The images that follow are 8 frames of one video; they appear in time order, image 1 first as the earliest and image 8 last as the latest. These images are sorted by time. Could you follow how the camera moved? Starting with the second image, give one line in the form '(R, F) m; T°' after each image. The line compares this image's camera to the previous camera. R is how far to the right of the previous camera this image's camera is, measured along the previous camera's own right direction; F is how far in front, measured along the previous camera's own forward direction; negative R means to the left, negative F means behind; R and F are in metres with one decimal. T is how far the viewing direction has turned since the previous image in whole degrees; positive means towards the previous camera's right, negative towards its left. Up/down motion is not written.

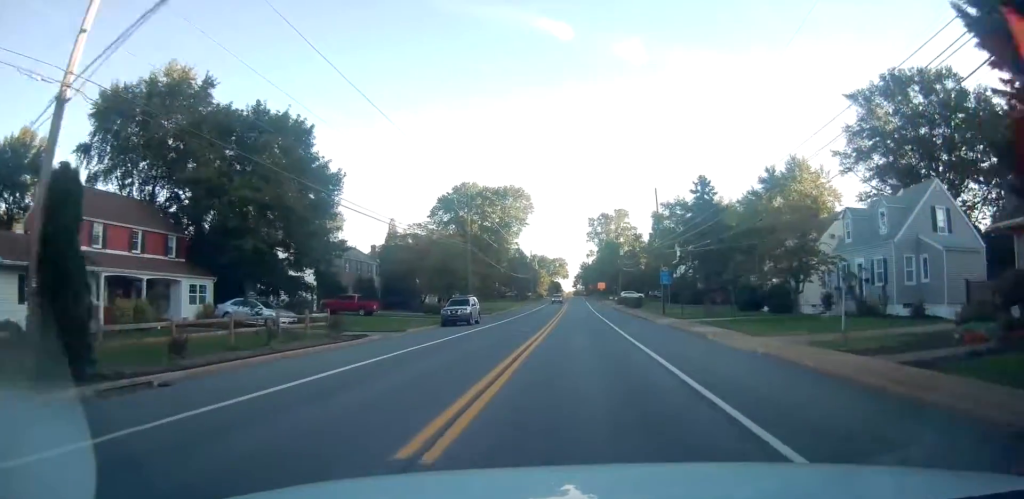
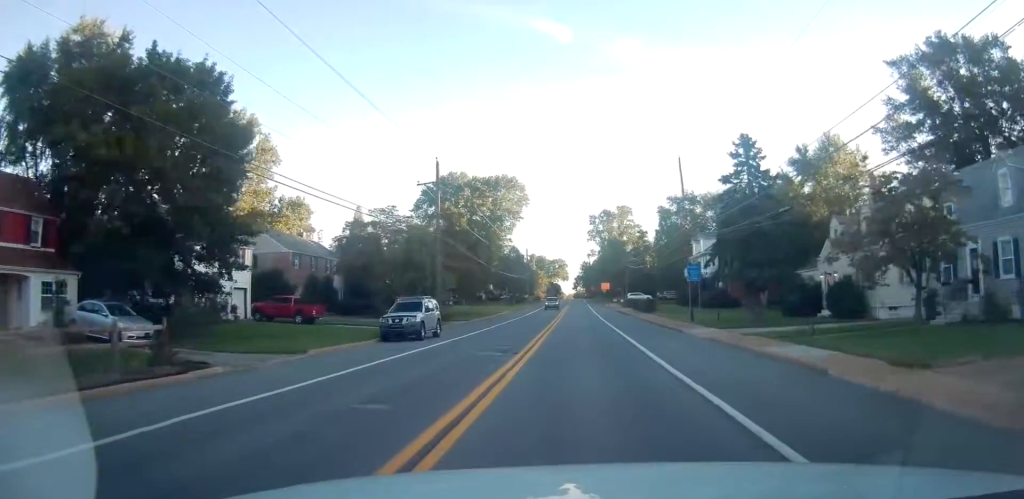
(-0.1, +12.0) m; 0°
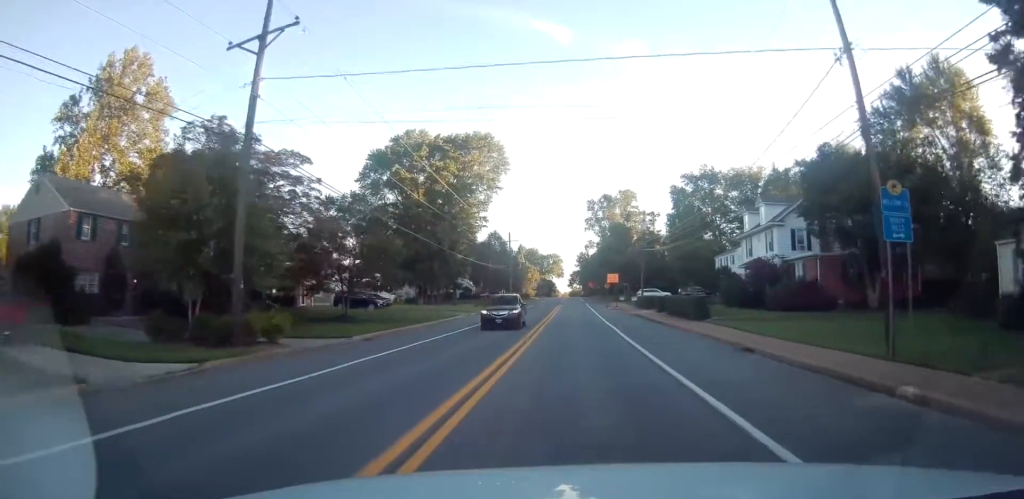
(+0.3, +25.3) m; +1°
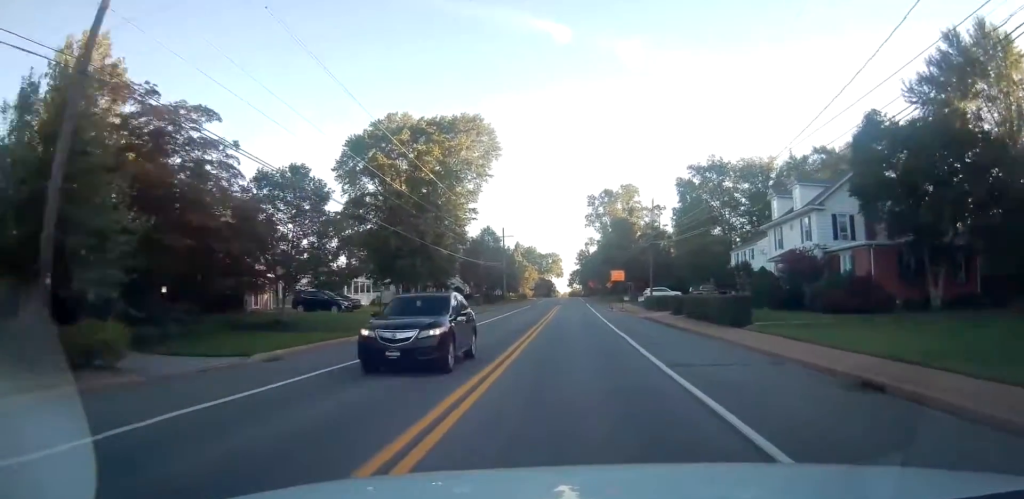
(0.0, +7.4) m; 0°
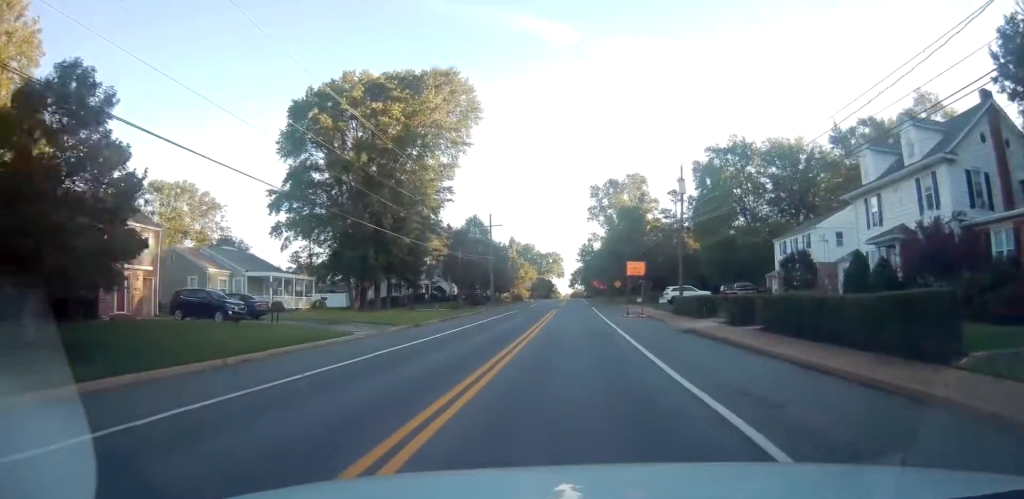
(+0.1, +15.2) m; 0°
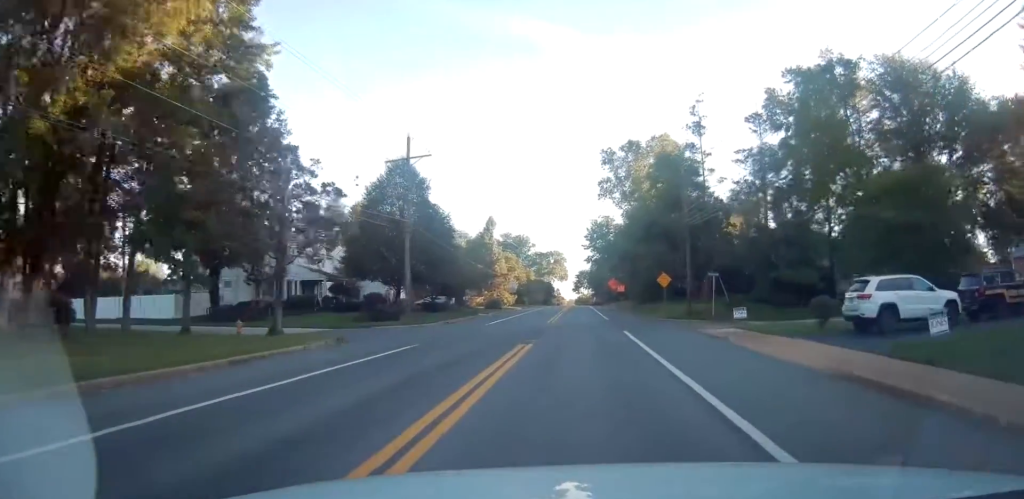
(-0.1, +38.9) m; -1°
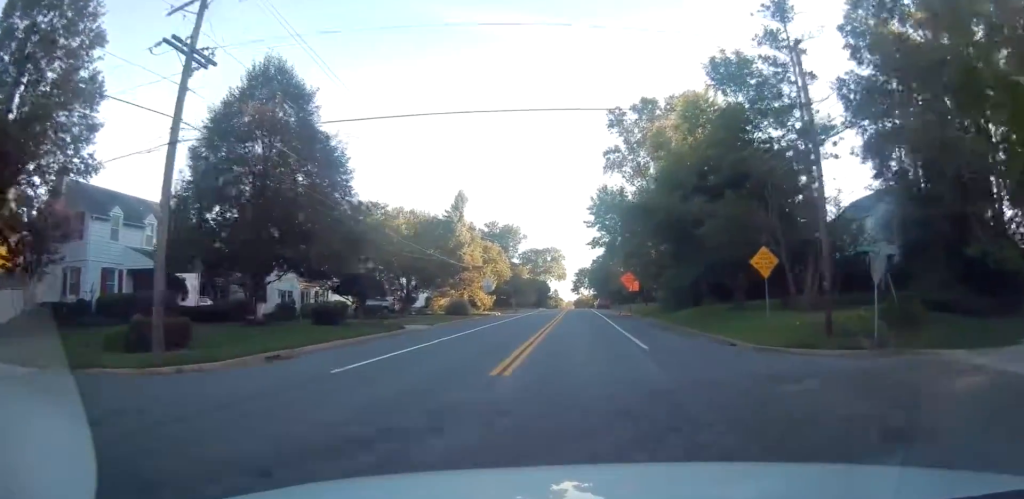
(-0.3, +22.4) m; -1°
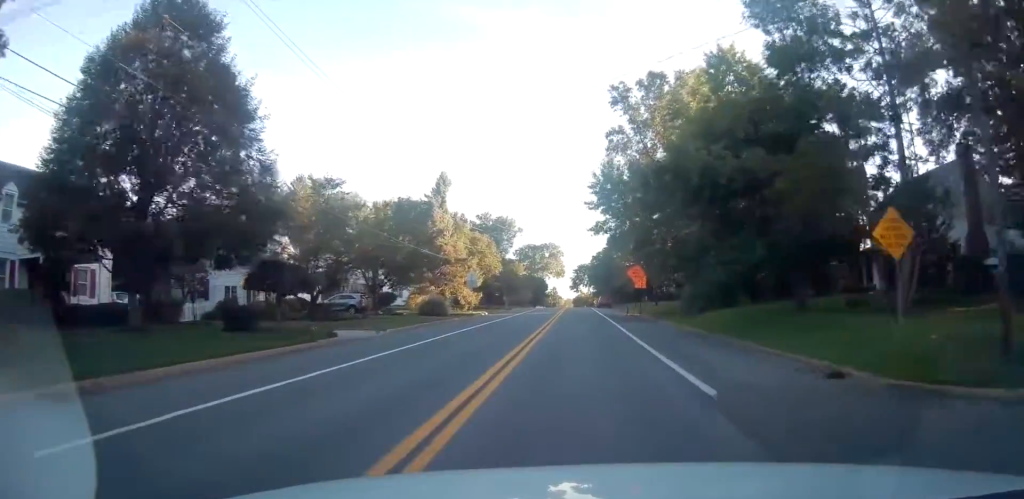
(0.0, +8.4) m; 0°
